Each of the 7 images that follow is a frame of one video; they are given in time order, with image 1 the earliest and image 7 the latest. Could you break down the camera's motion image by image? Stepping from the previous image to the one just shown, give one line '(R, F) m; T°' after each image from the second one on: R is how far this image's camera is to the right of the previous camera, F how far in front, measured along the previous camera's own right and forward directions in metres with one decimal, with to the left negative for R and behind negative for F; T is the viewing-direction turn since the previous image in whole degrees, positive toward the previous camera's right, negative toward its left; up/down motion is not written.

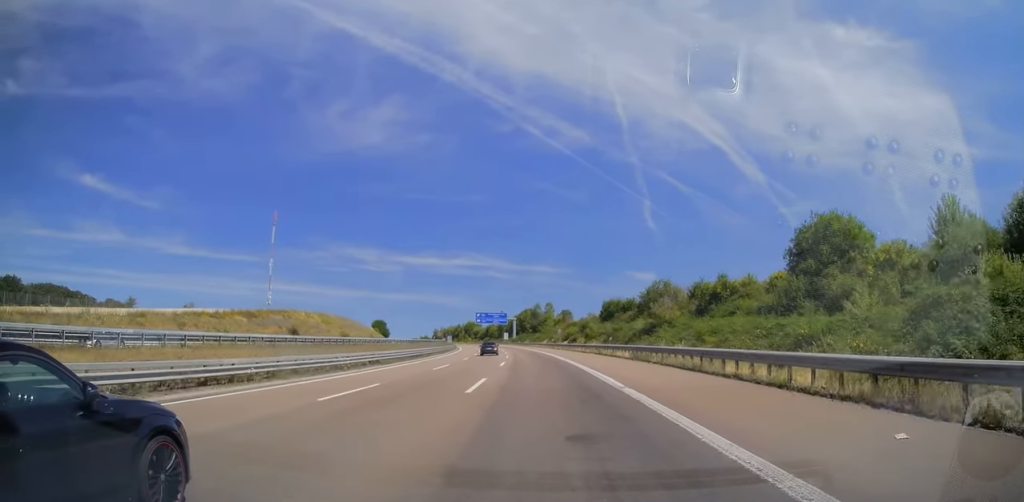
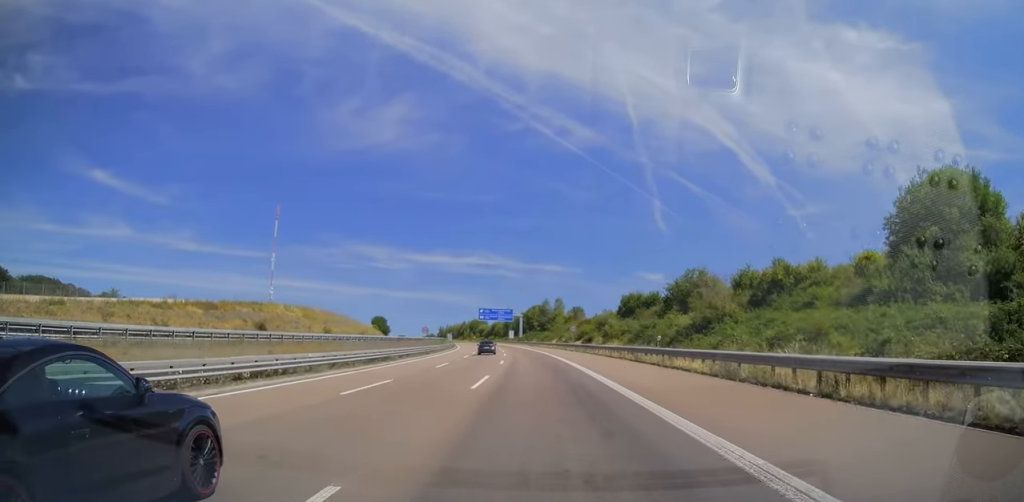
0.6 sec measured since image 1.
(+0.2, +16.2) m; -1°
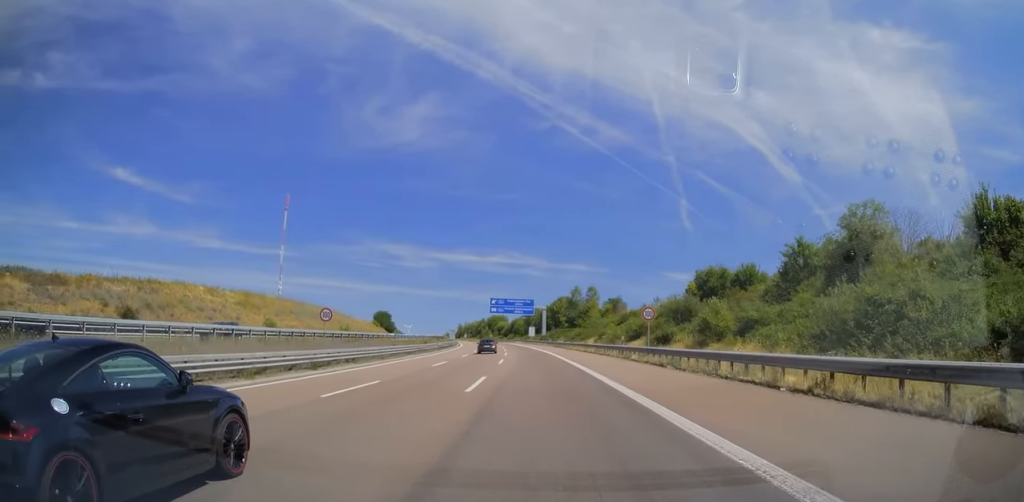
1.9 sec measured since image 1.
(-0.9, +37.7) m; -1°
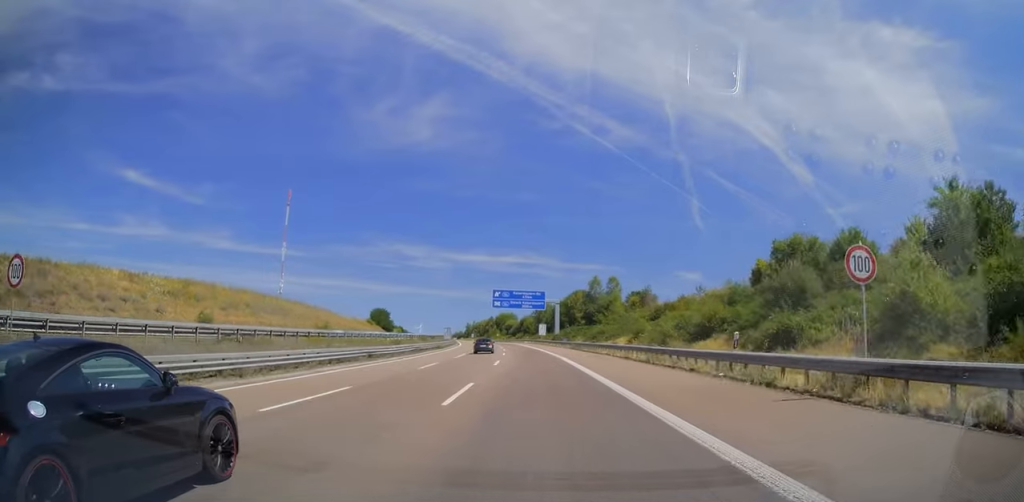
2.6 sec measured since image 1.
(+0.3, +21.5) m; -1°
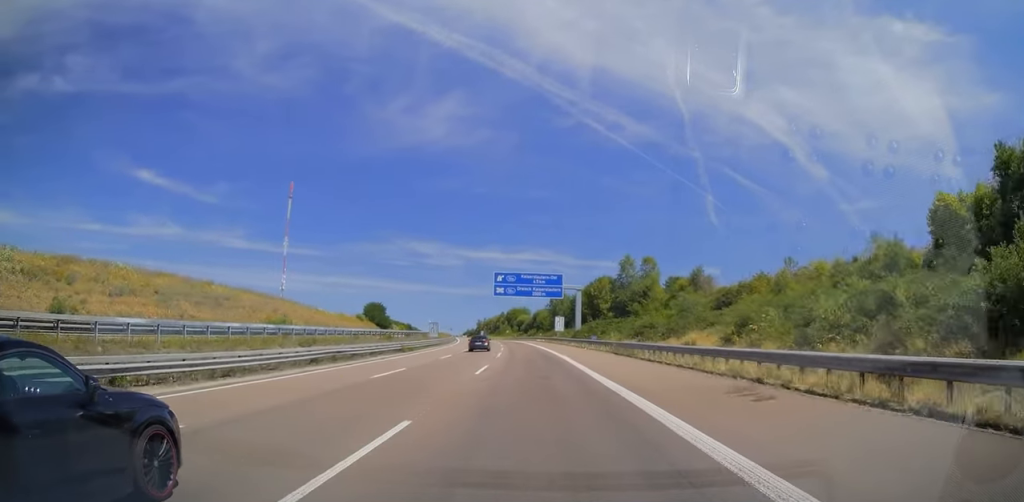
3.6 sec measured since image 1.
(-0.8, +26.7) m; -2°
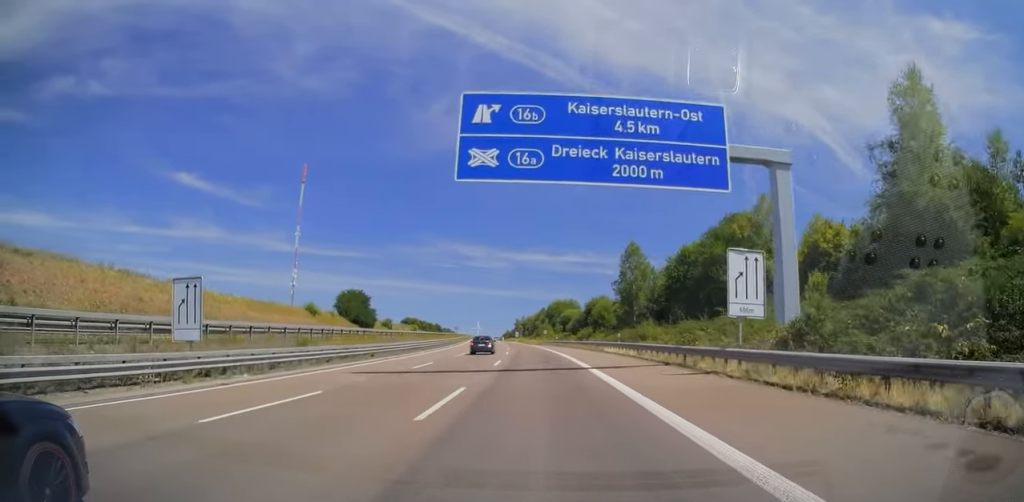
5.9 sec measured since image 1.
(-1.6, +67.6) m; -3°
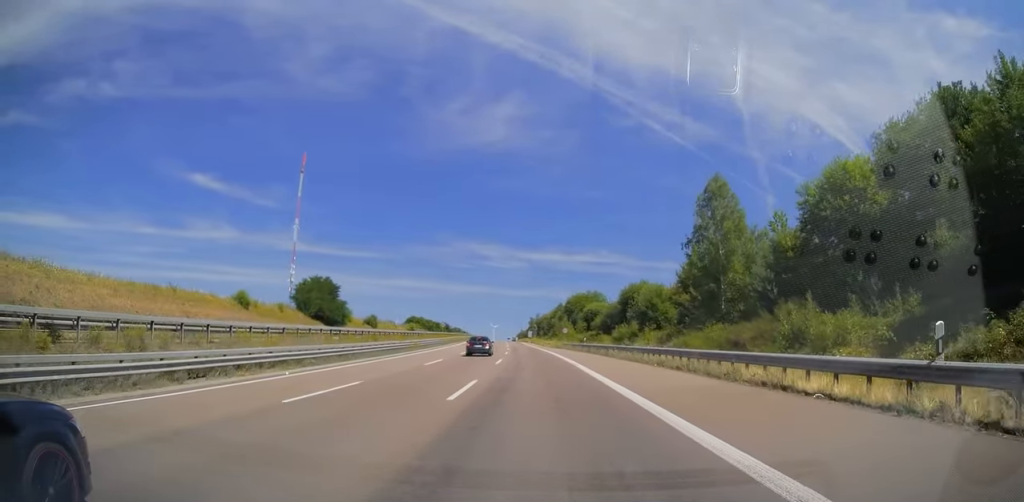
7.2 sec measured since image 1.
(-0.8, +33.6) m; -2°
